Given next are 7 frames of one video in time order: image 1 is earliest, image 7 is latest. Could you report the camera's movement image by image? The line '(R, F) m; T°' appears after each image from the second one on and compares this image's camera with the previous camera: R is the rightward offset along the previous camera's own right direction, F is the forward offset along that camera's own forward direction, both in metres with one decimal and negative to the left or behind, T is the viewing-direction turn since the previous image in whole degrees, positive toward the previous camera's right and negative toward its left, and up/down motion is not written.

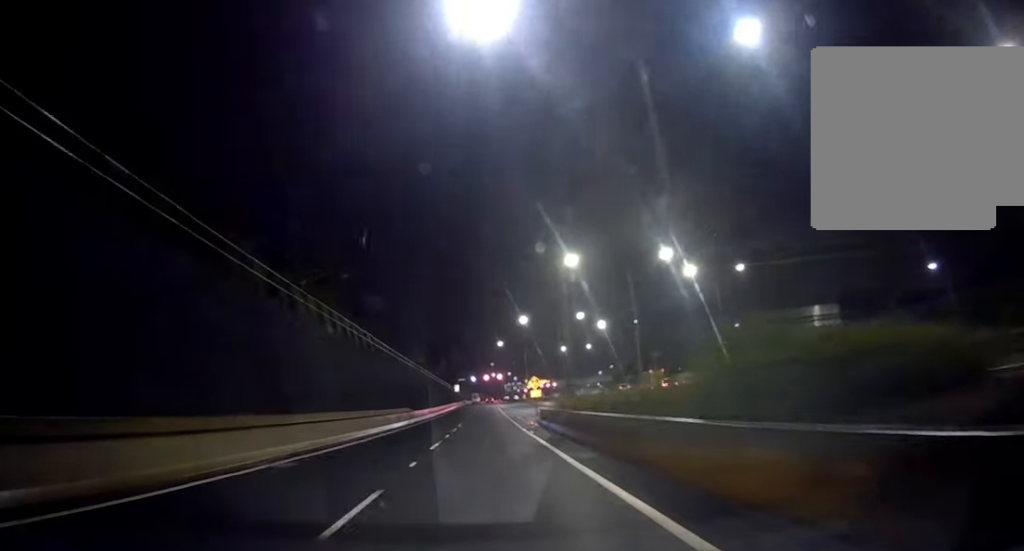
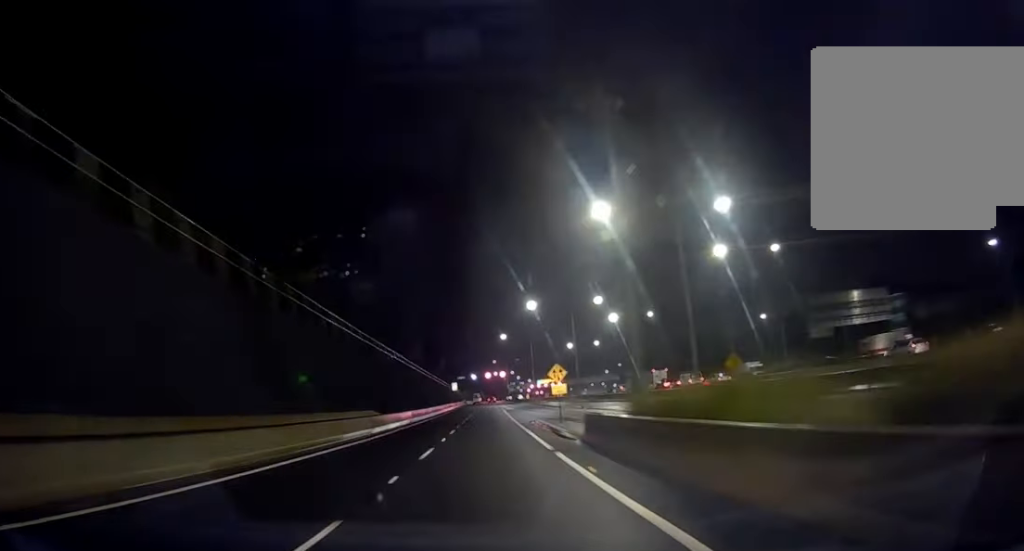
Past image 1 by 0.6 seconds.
(0.0, +14.6) m; 0°
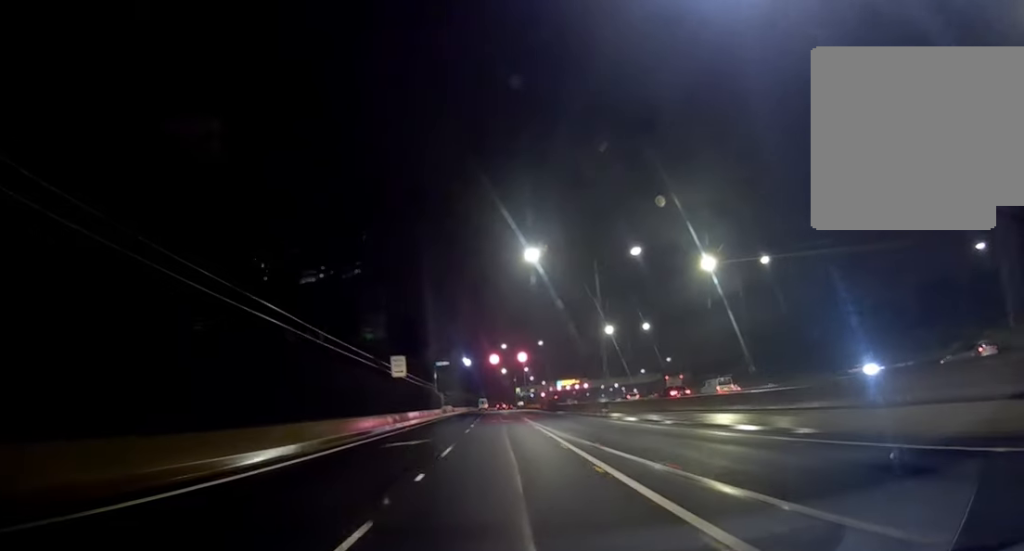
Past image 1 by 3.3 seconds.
(+2.0, +71.3) m; +1°
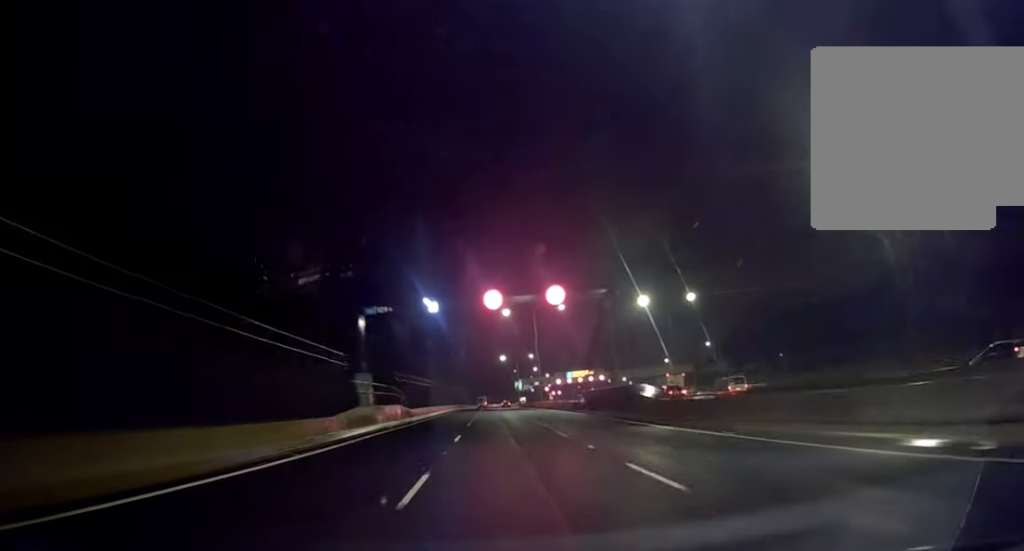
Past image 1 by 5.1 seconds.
(-1.5, +46.5) m; -1°
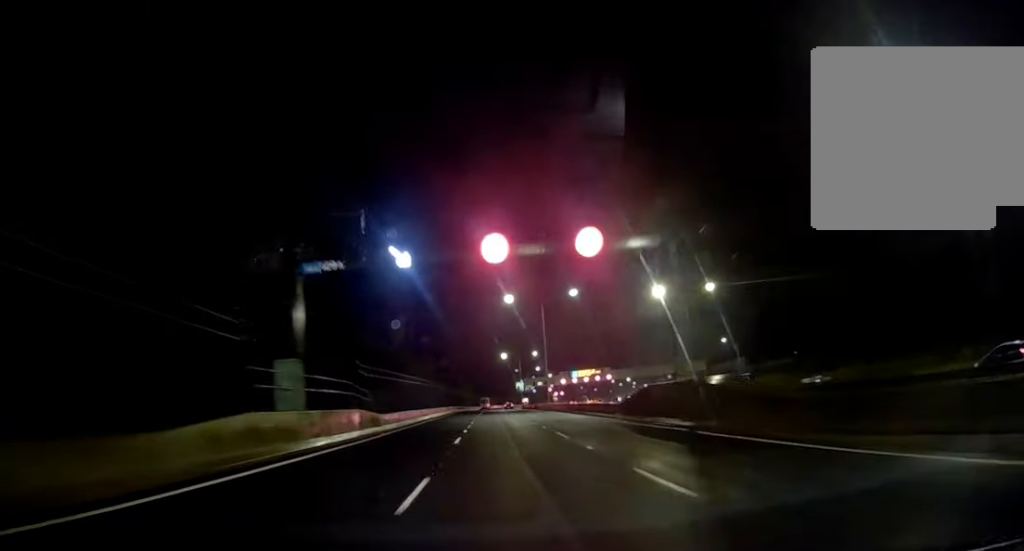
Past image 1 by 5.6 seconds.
(+0.8, +12.9) m; +1°
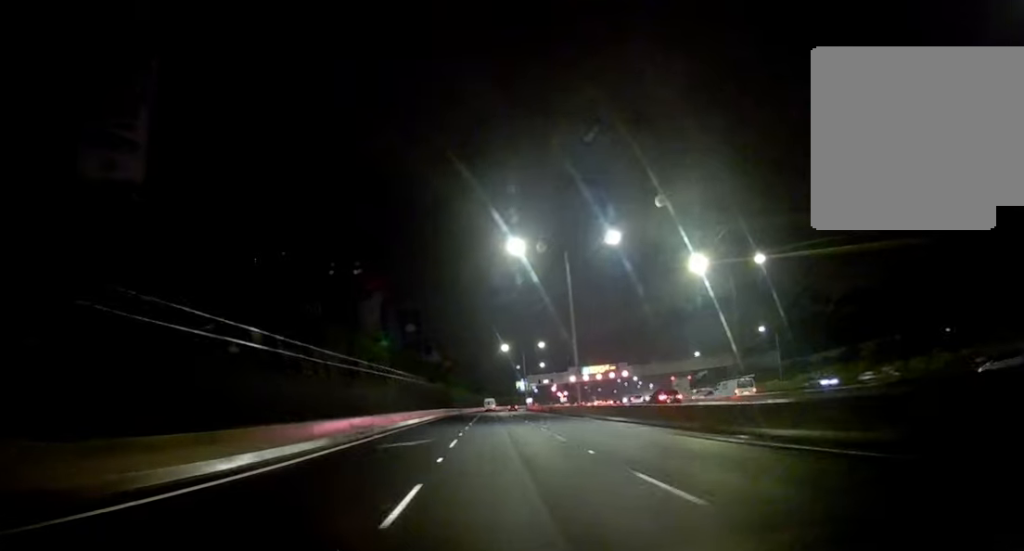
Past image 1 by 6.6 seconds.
(-0.4, +26.1) m; -2°
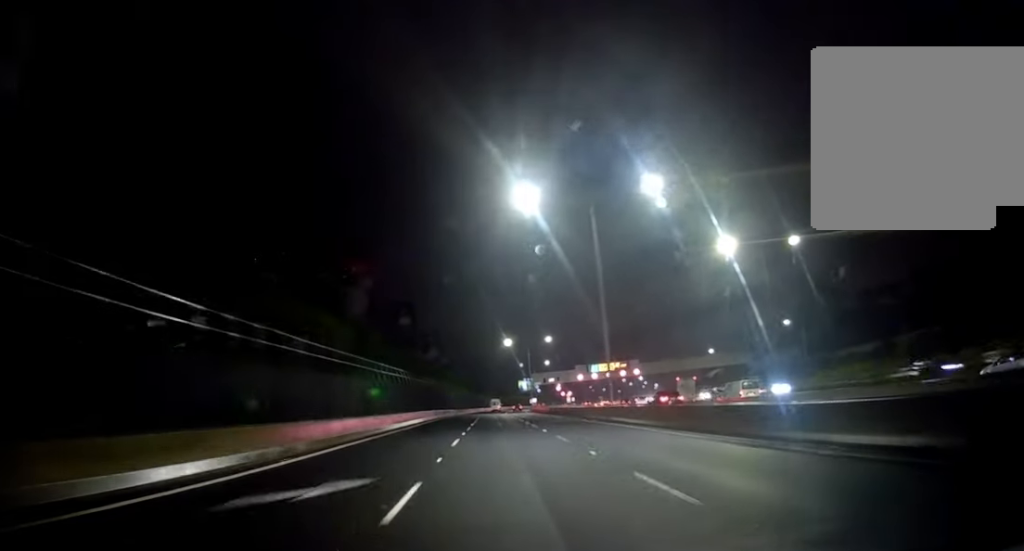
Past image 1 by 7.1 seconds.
(-0.1, +12.4) m; 0°
